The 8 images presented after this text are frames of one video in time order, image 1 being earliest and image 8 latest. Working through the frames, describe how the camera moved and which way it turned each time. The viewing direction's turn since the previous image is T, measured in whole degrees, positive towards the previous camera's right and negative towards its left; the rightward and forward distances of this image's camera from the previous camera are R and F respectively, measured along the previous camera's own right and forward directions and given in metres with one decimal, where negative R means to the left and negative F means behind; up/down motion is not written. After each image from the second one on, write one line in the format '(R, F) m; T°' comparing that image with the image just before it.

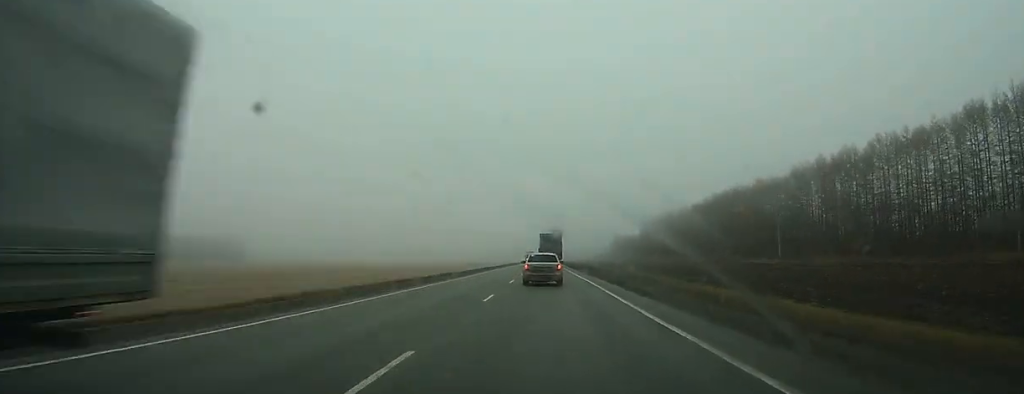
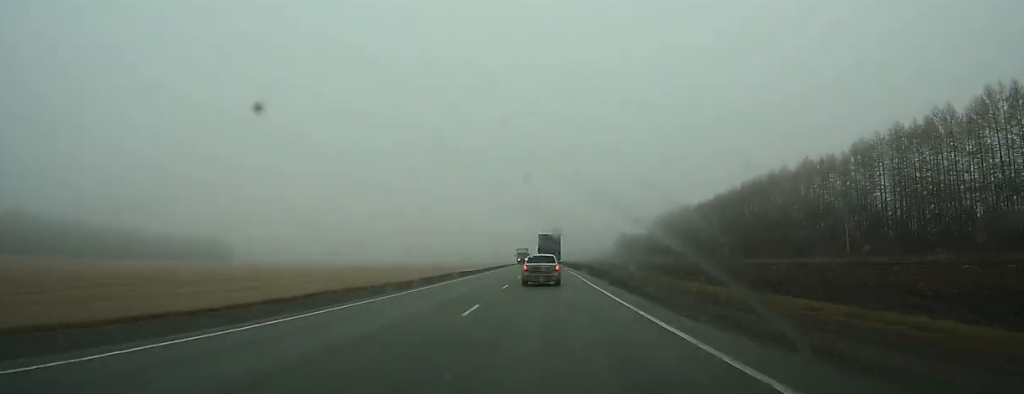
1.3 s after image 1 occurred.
(+0.2, +27.9) m; 0°
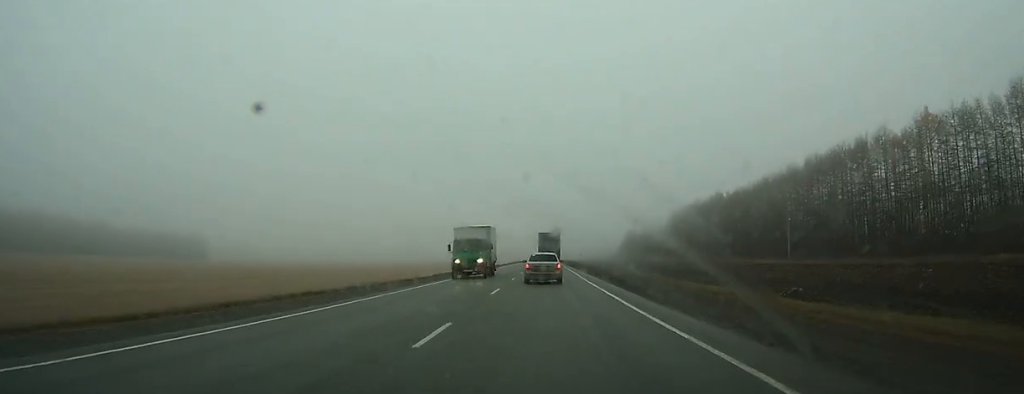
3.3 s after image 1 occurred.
(-0.1, +40.4) m; 0°
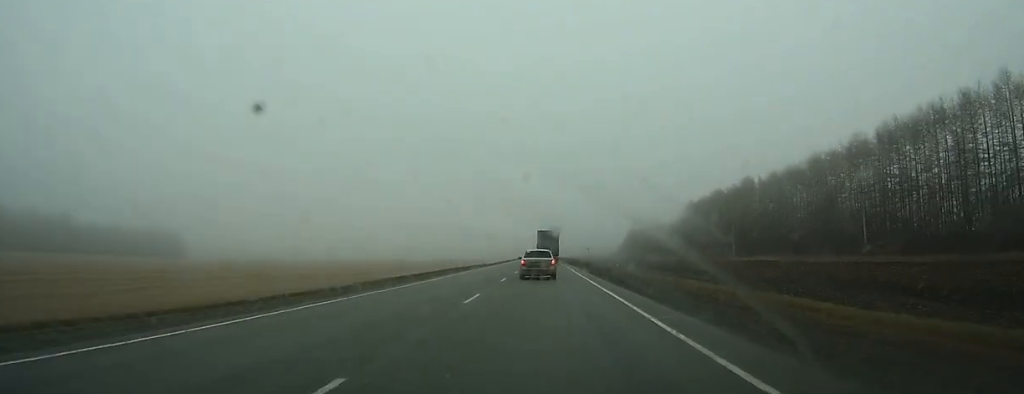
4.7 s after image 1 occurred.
(-0.1, +29.3) m; 0°
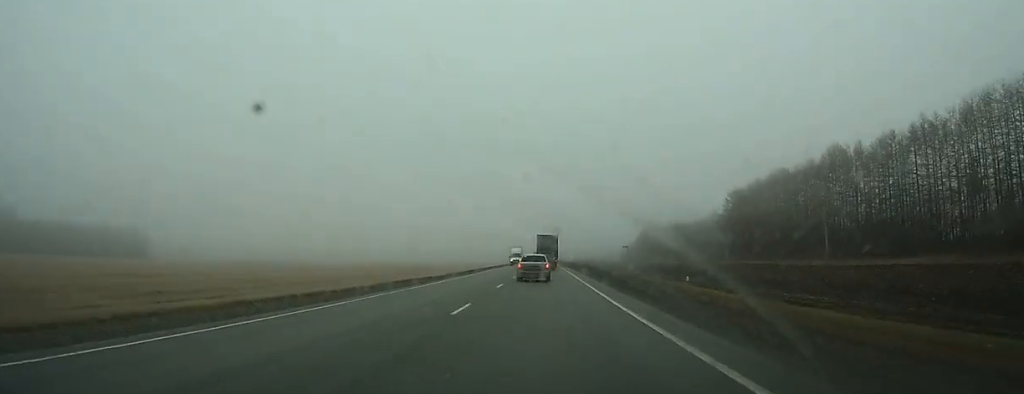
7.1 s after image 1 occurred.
(0.0, +49.9) m; 0°
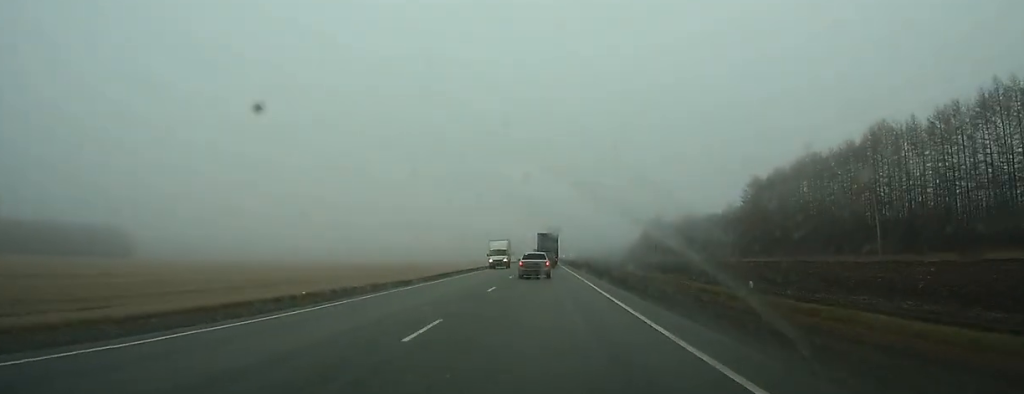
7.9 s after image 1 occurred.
(-0.1, +16.6) m; 0°
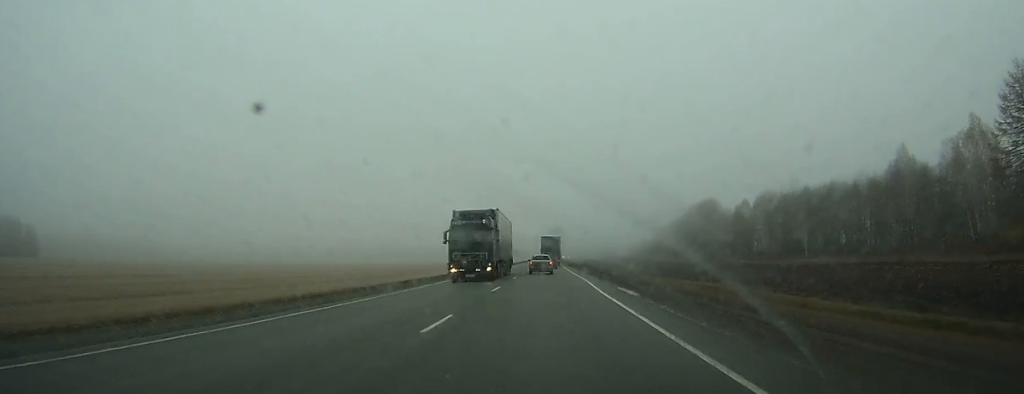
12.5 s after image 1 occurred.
(-0.2, +94.5) m; 0°
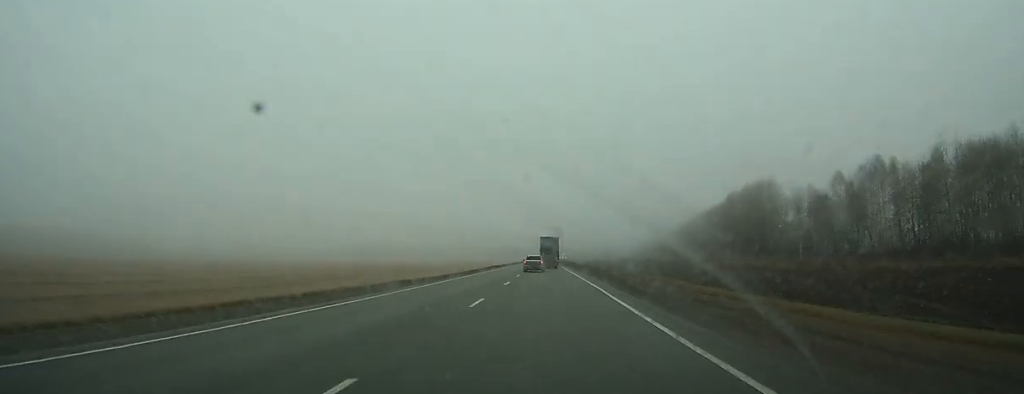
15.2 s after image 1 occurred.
(-0.2, +52.5) m; 0°
